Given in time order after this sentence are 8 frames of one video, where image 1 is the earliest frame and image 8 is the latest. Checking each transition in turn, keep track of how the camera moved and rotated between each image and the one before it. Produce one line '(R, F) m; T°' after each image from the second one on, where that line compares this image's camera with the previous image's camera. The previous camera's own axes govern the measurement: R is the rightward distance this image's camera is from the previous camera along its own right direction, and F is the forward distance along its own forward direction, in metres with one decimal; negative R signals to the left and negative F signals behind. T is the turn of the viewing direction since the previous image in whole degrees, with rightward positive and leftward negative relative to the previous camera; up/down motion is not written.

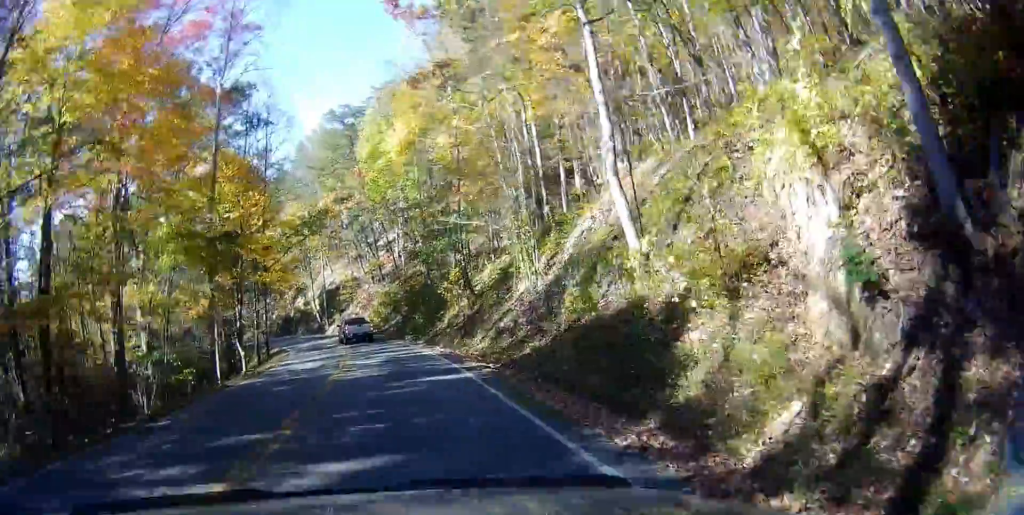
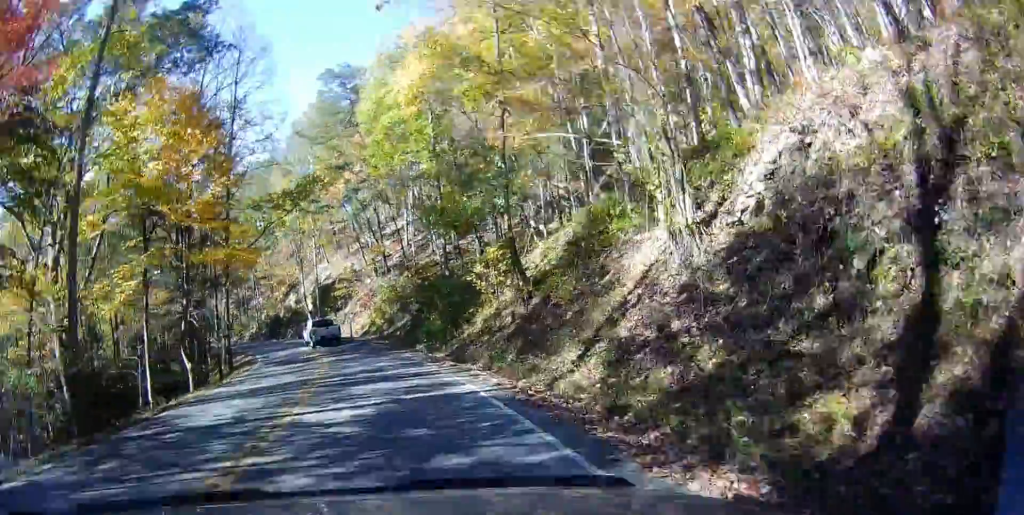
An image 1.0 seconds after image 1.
(-0.4, +12.4) m; -2°
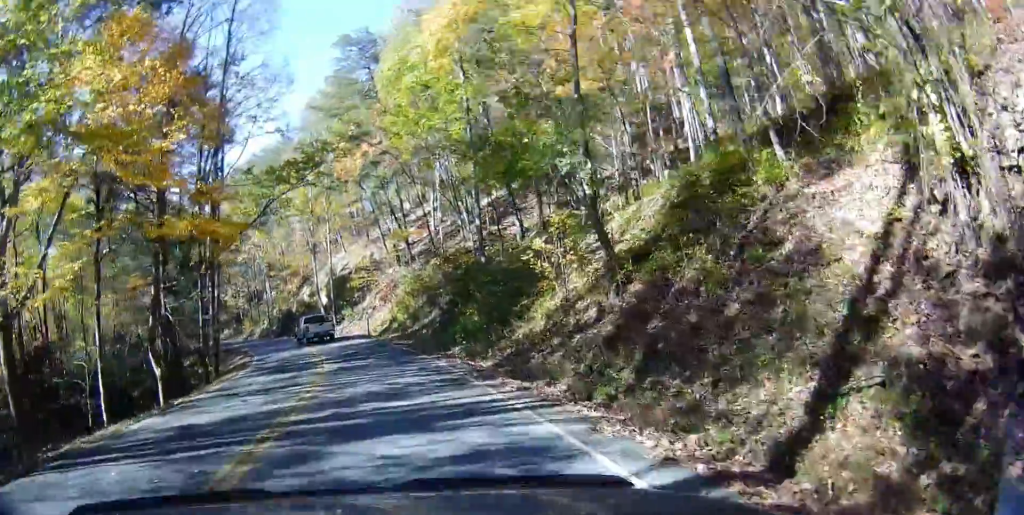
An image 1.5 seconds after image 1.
(-0.1, +7.2) m; -1°
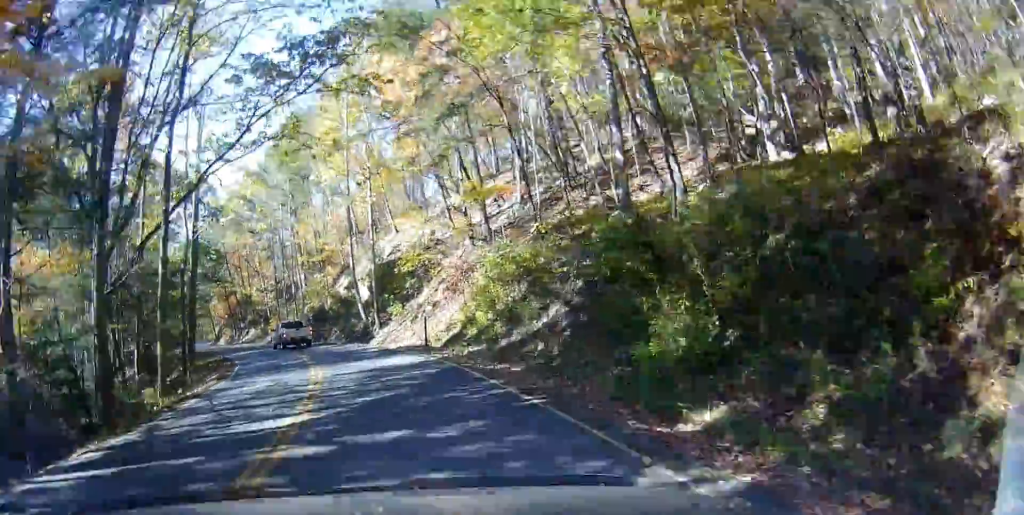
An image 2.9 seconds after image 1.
(-0.4, +16.6) m; -3°
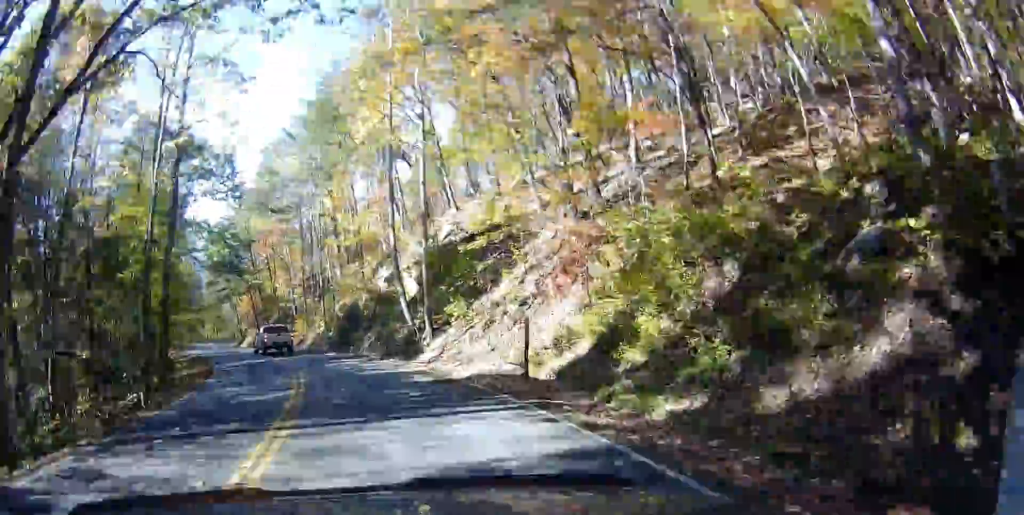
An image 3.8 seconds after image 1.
(-0.3, +12.3) m; -5°
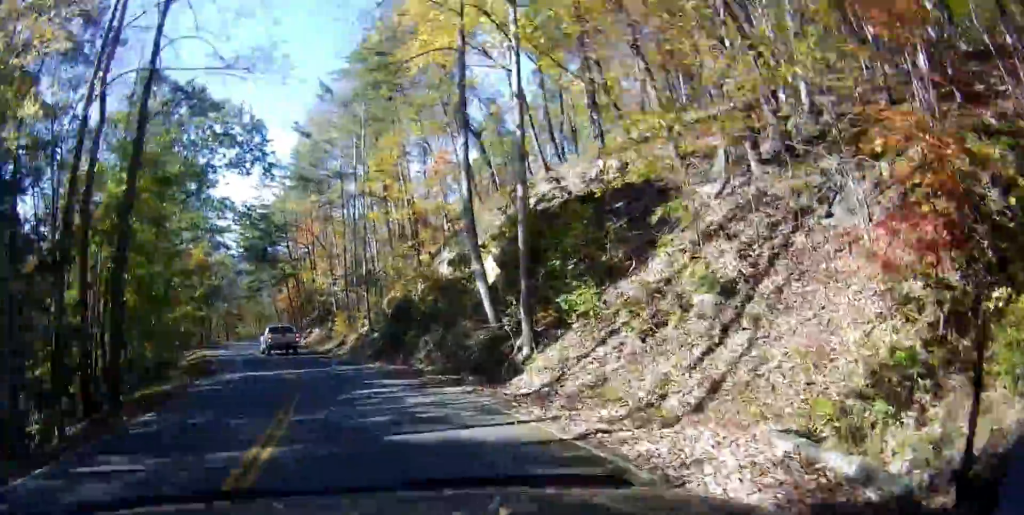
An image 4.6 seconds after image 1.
(+0.1, +9.9) m; -7°
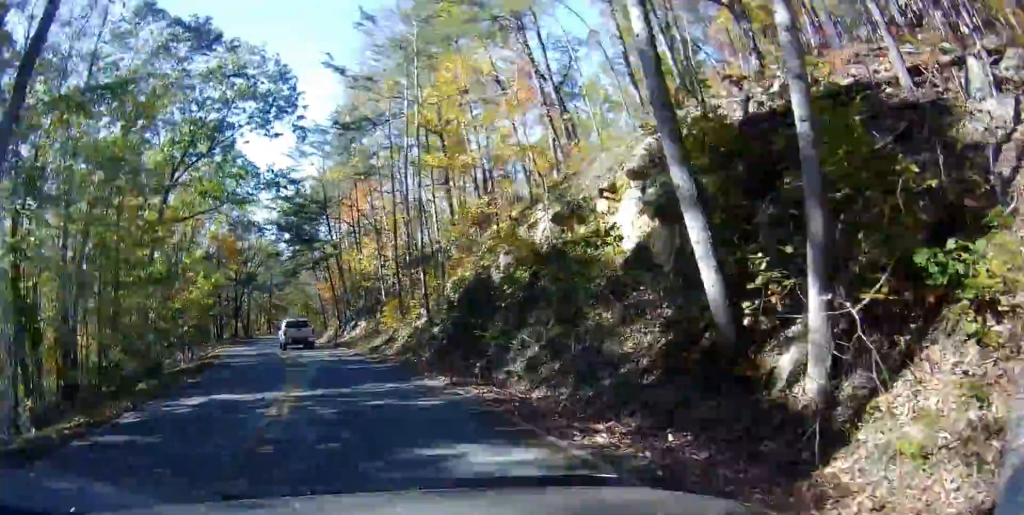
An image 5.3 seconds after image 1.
(-1.3, +9.4) m; -6°
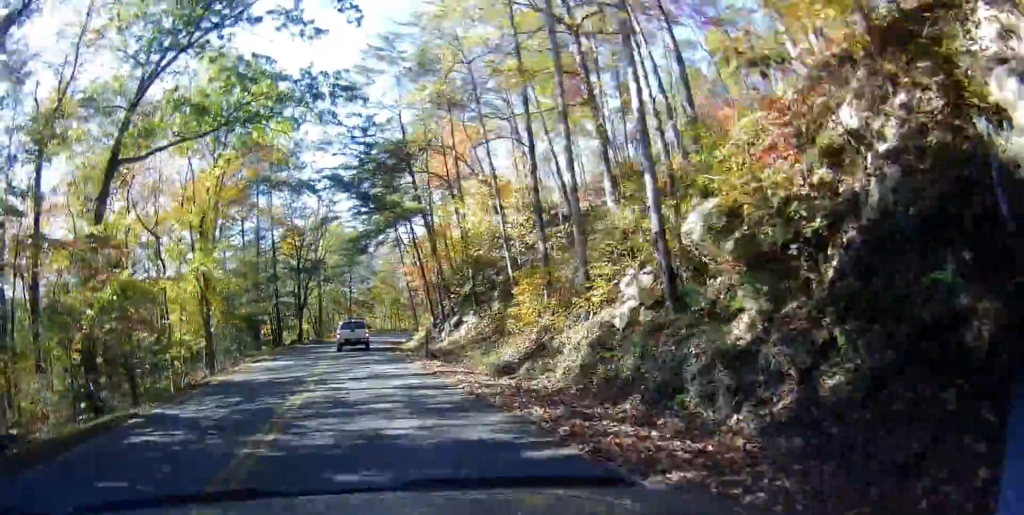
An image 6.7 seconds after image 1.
(0.0, +17.5) m; 0°
